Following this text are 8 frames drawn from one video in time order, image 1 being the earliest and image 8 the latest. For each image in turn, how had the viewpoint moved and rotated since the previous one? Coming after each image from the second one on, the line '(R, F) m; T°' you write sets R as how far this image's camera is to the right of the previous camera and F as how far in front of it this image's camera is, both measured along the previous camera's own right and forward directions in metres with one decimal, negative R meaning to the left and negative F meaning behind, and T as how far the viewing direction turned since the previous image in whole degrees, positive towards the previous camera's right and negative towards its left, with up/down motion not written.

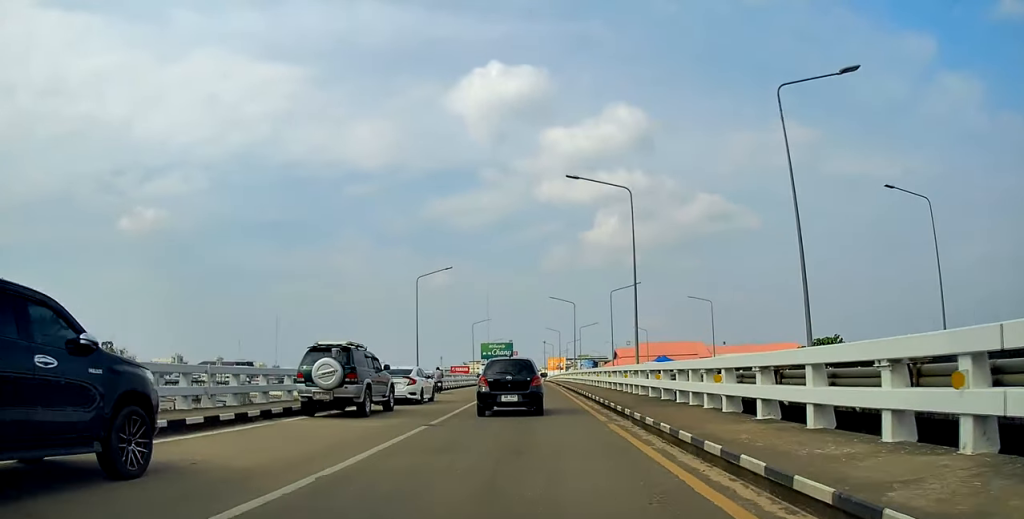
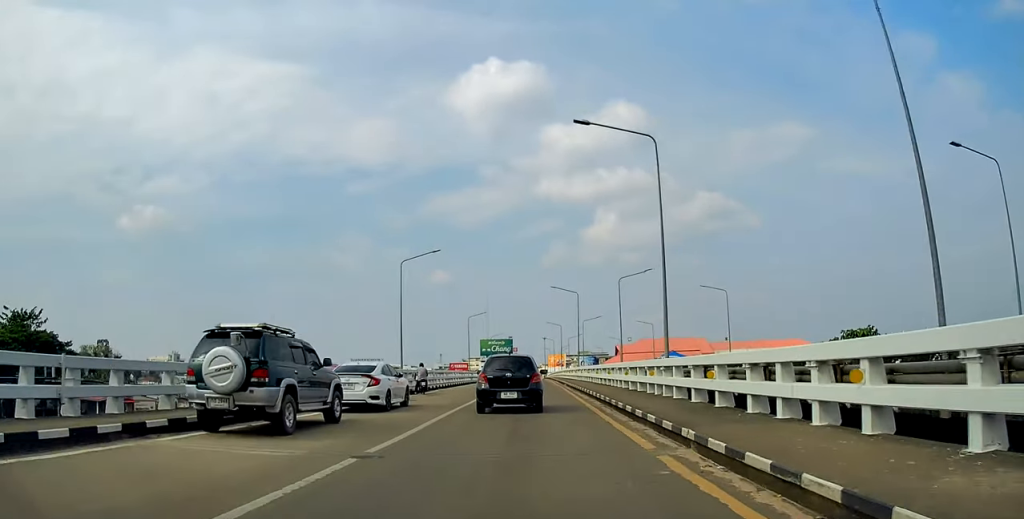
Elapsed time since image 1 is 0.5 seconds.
(+0.5, +5.6) m; 0°
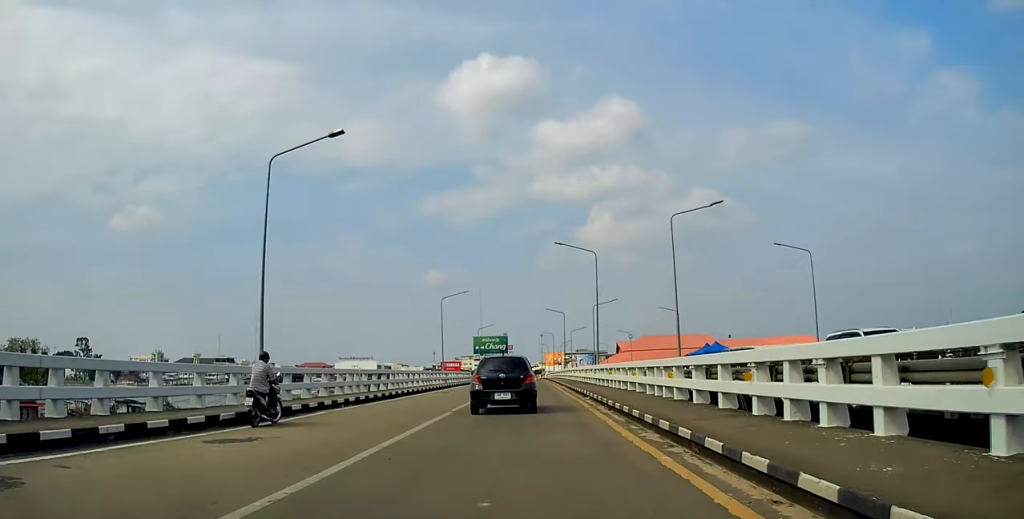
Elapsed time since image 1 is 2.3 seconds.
(-1.2, +19.5) m; -2°
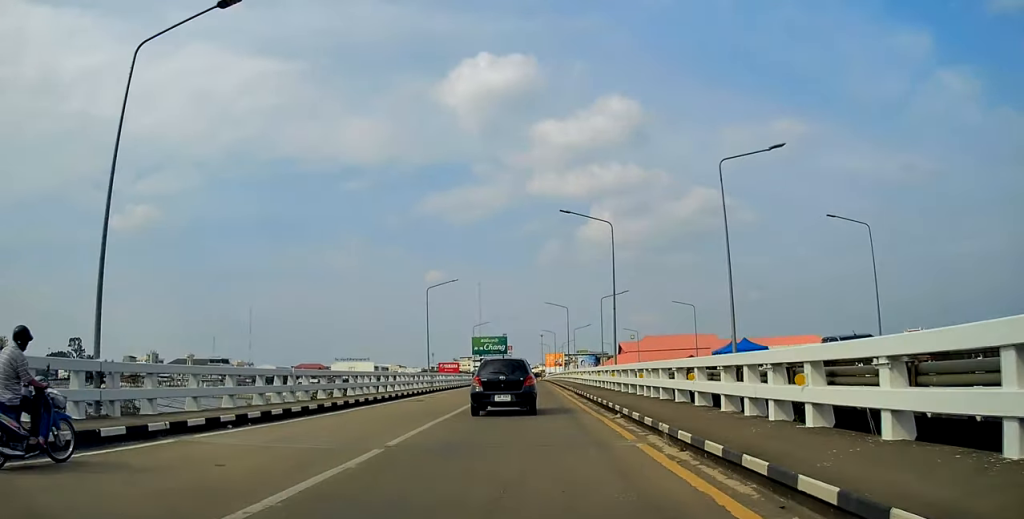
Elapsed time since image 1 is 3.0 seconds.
(+0.1, +7.7) m; +2°
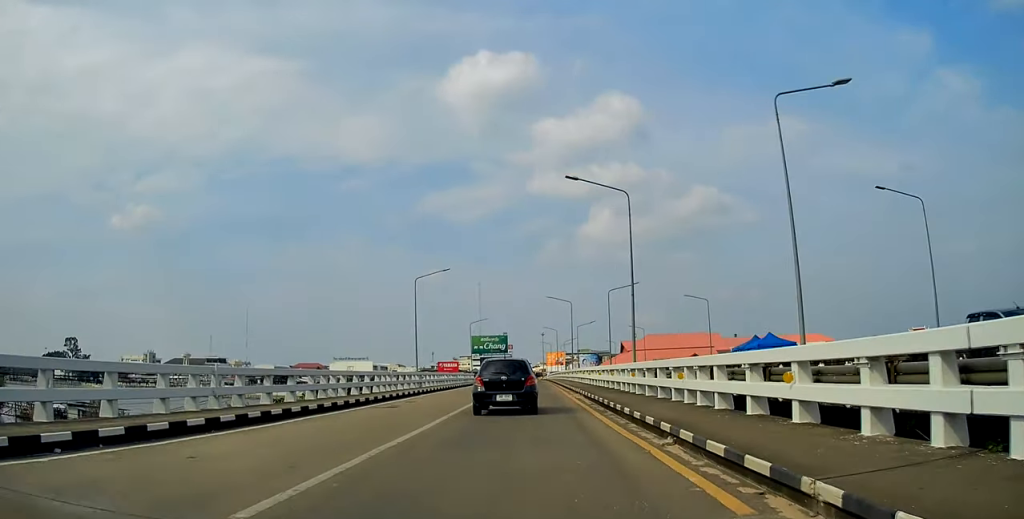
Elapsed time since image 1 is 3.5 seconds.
(+0.4, +5.1) m; 0°
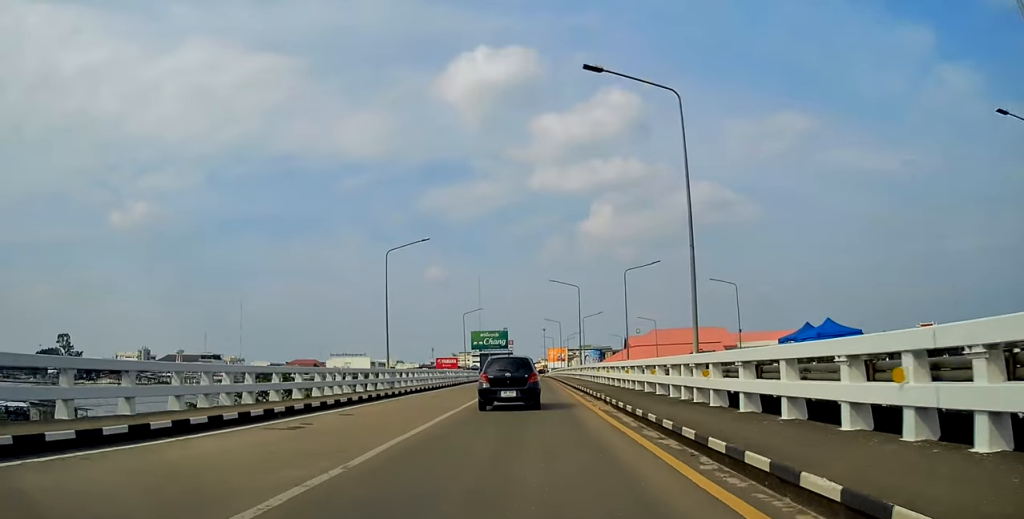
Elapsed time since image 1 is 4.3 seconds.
(-0.1, +9.2) m; -2°
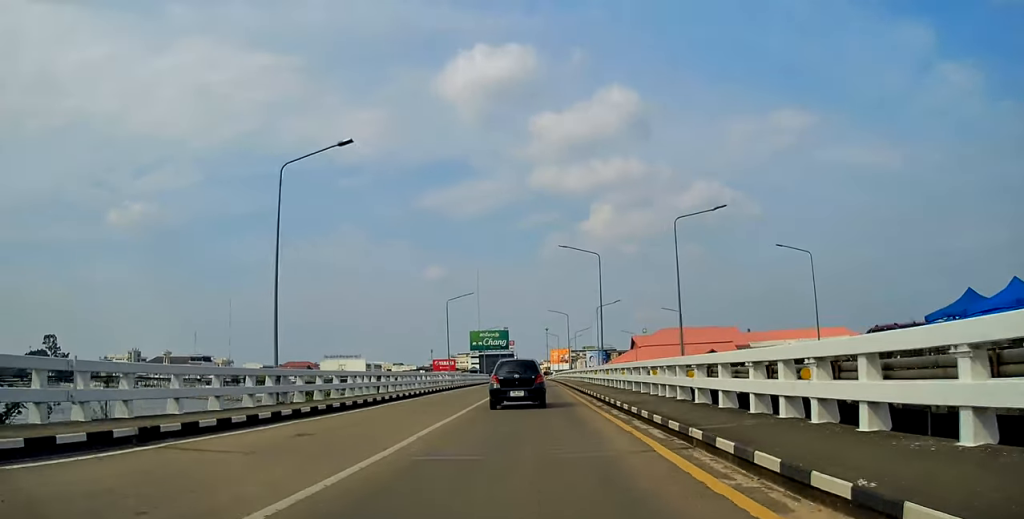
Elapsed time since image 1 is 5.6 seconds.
(-0.6, +16.2) m; +1°
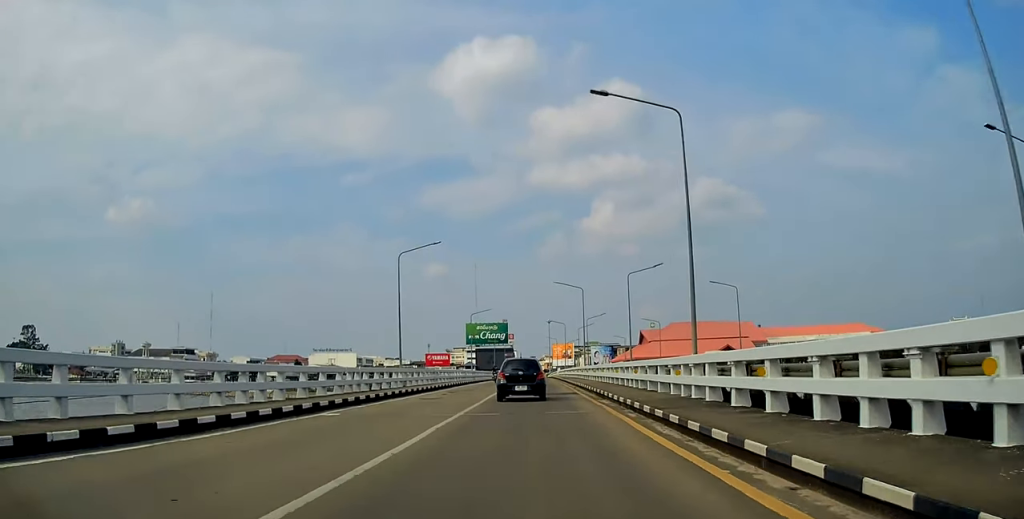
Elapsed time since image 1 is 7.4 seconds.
(+0.3, +21.7) m; -2°
